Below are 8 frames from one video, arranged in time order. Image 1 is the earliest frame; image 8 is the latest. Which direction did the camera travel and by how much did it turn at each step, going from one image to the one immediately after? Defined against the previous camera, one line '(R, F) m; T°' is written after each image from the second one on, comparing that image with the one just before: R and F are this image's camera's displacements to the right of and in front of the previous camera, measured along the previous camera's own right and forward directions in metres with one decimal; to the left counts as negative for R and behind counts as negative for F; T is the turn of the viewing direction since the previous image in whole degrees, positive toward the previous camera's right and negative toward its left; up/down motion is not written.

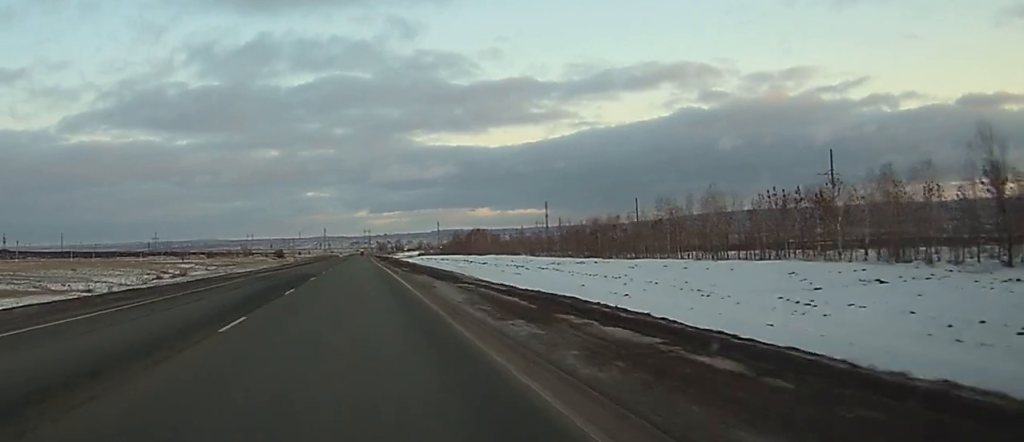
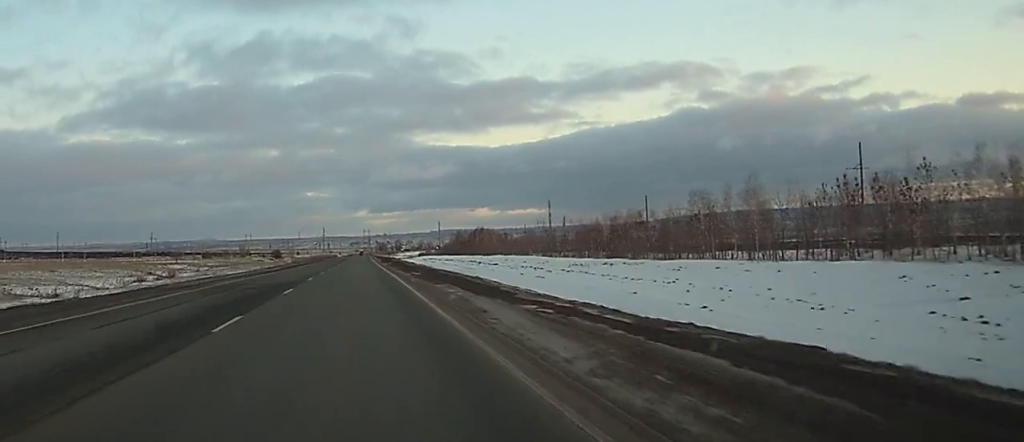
(0.0, +12.1) m; 0°
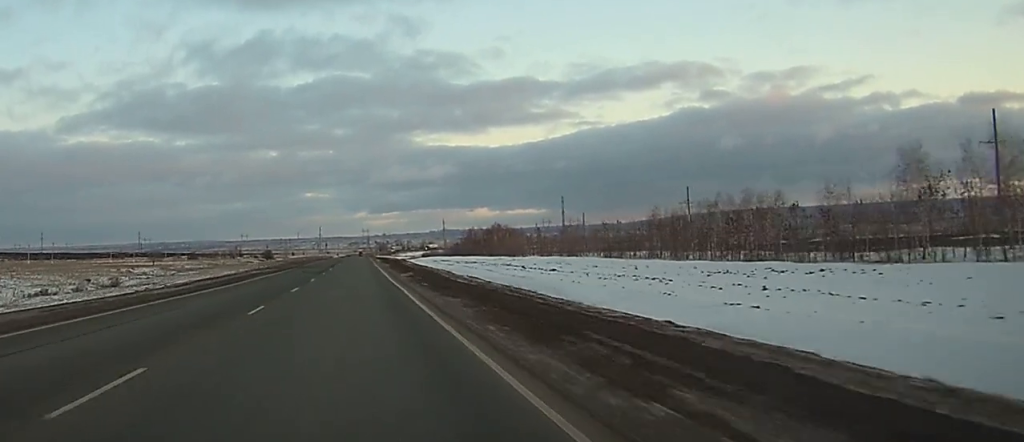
(0.0, +42.7) m; 0°
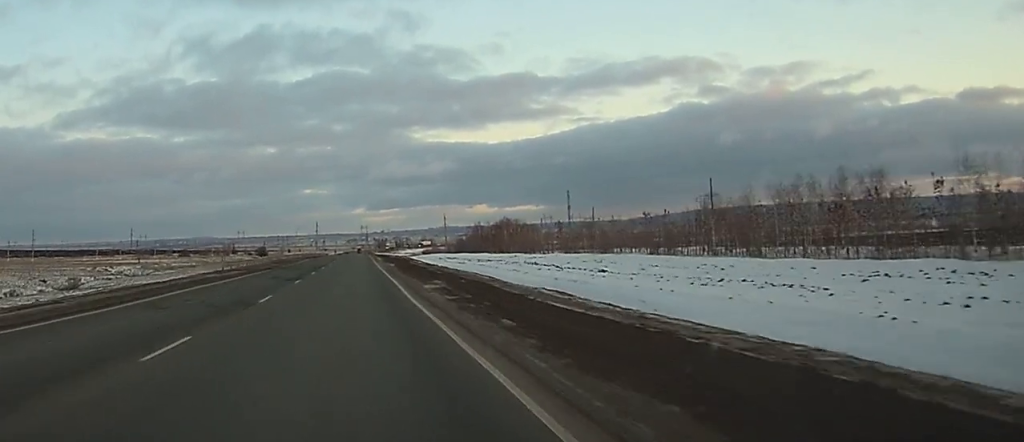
(0.0, +20.4) m; 0°
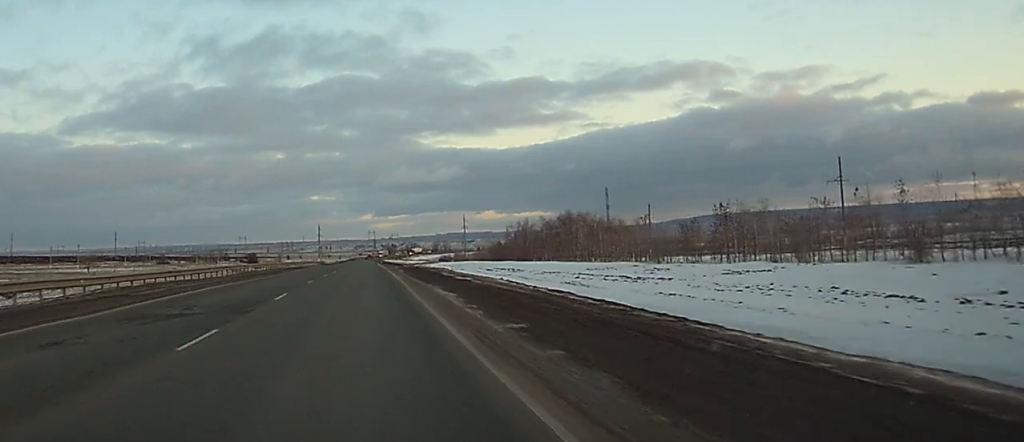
(+0.5, +69.7) m; +1°
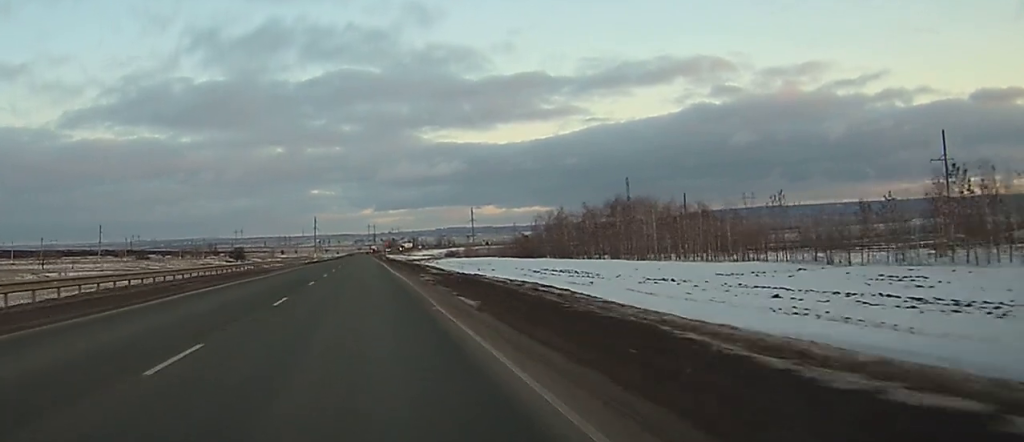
(-0.1, +38.0) m; 0°
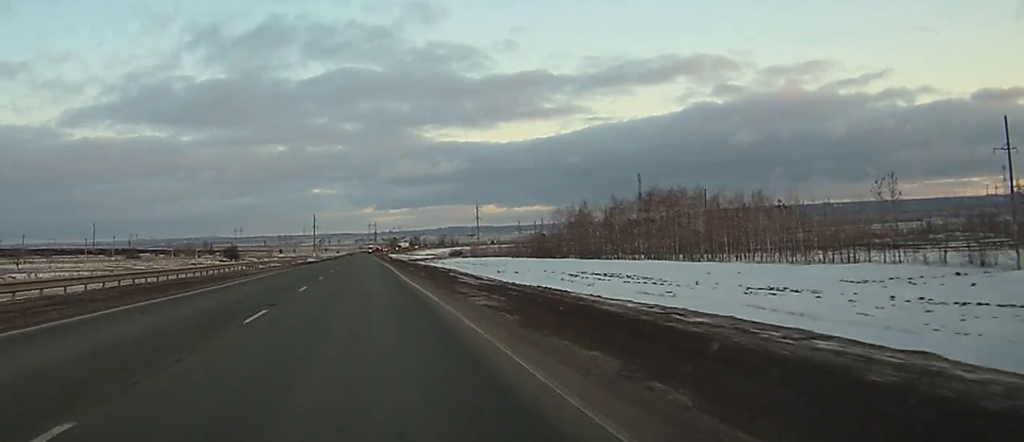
(0.0, +17.6) m; 0°
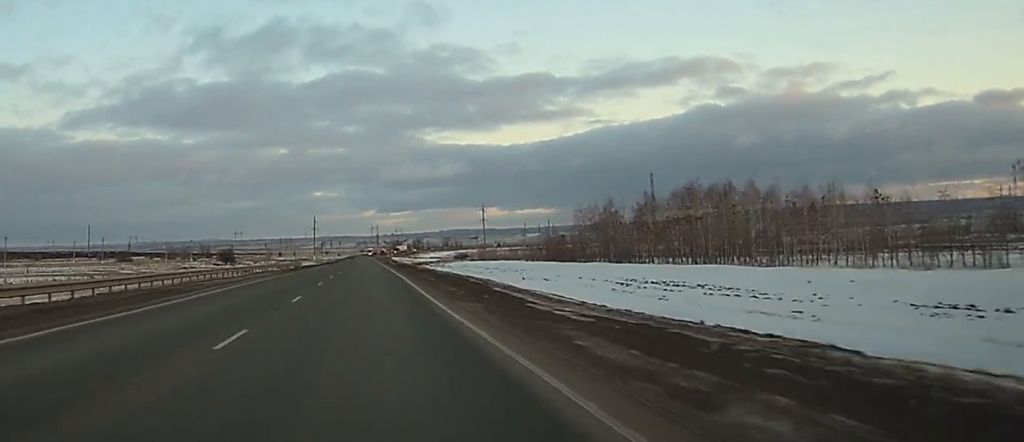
(0.0, +15.5) m; 0°
